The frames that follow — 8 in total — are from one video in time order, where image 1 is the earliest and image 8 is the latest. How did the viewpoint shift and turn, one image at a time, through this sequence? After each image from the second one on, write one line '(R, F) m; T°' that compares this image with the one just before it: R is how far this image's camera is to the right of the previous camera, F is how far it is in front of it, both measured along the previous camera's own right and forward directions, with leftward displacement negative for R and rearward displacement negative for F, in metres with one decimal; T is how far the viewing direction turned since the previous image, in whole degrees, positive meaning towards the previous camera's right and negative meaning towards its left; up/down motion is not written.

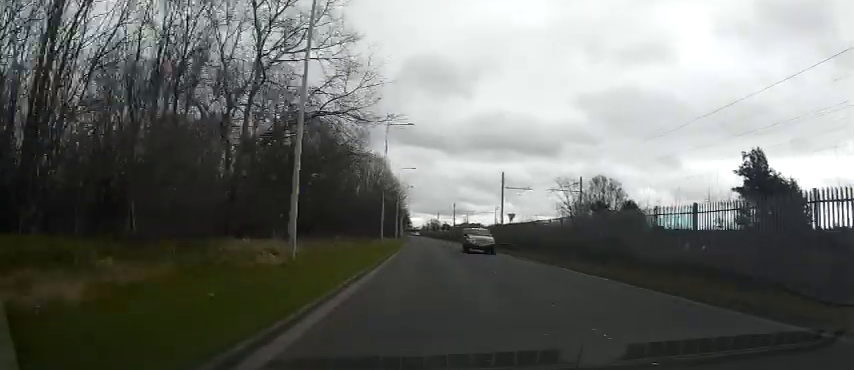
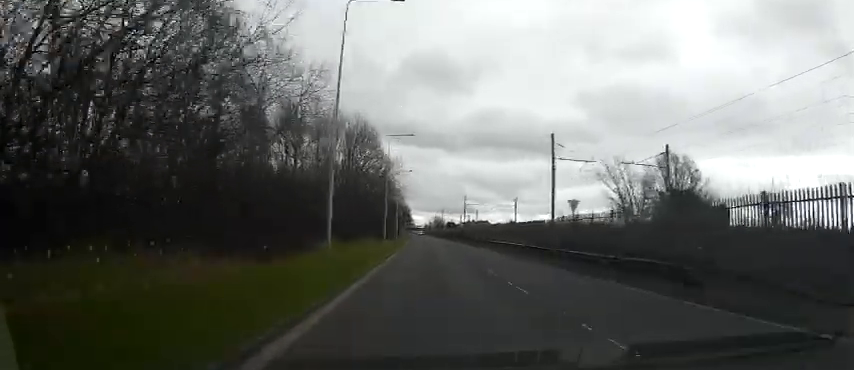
(-0.5, +25.1) m; -1°
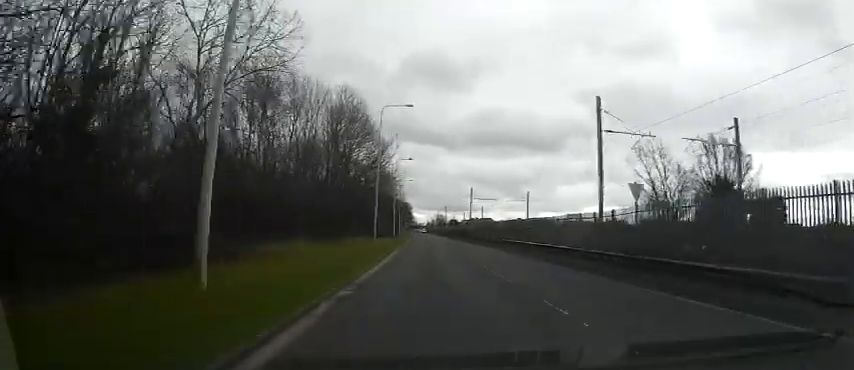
(+0.1, +11.0) m; 0°
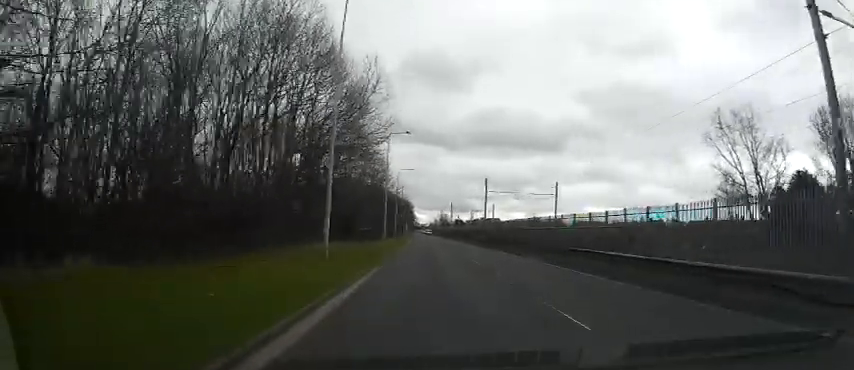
(+0.1, +19.0) m; -1°
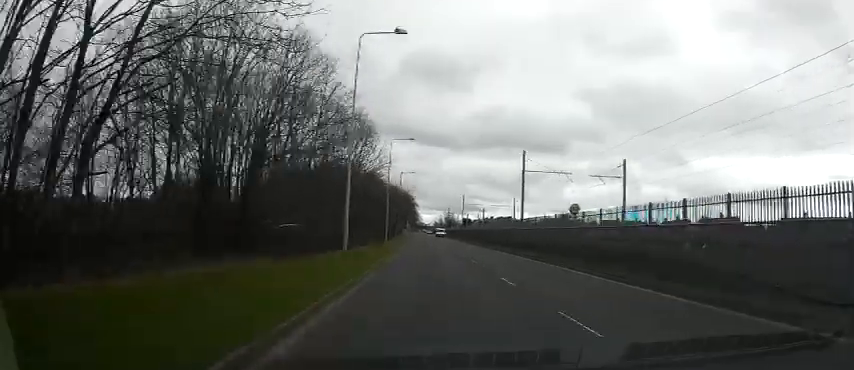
(-0.4, +24.8) m; -2°
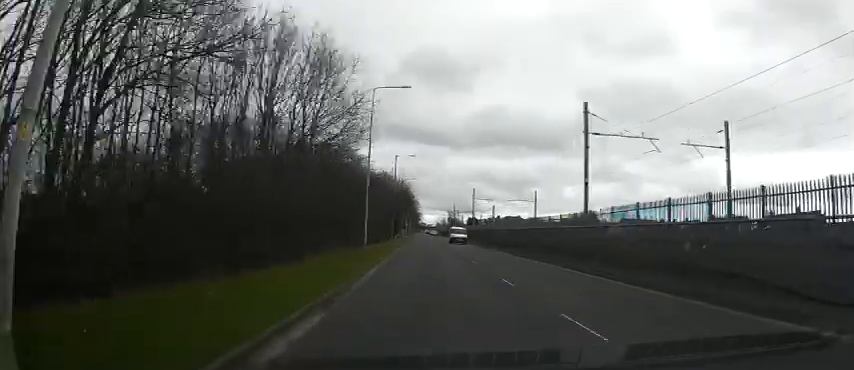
(-0.3, +19.0) m; 0°
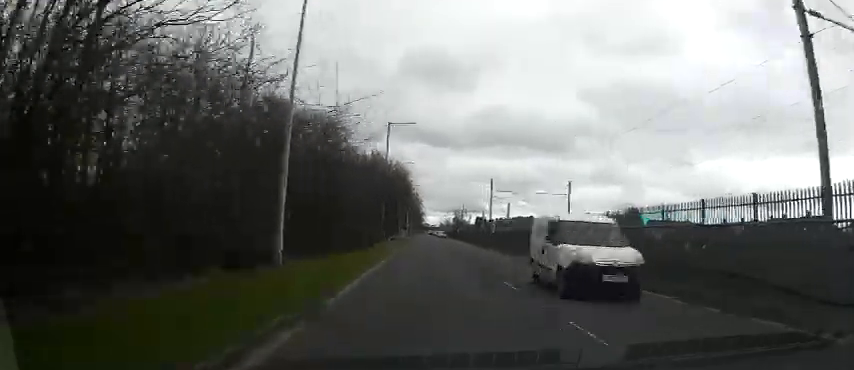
(+0.3, +19.1) m; +1°
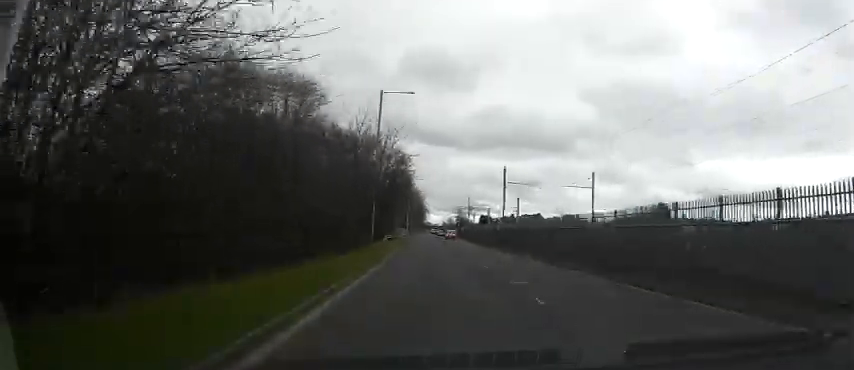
(0.0, +9.6) m; 0°
